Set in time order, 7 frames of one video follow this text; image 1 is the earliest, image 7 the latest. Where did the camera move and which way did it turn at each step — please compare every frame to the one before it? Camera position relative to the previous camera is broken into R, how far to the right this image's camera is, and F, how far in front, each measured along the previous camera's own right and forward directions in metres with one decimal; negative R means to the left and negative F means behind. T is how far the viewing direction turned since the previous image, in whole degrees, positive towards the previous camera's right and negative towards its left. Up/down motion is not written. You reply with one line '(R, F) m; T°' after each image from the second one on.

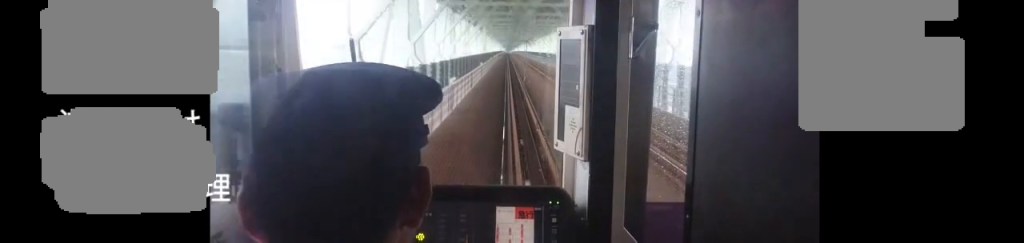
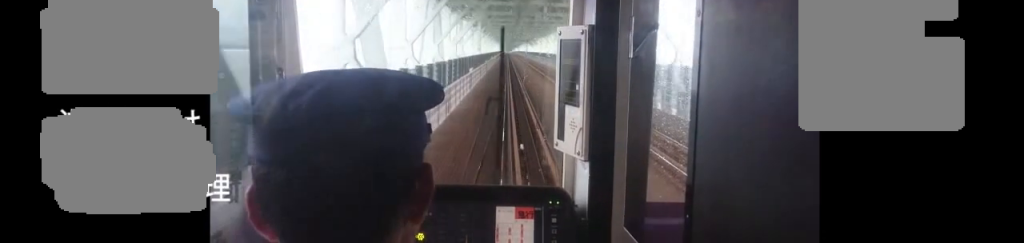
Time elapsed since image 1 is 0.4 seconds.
(+0.2, +13.3) m; 0°
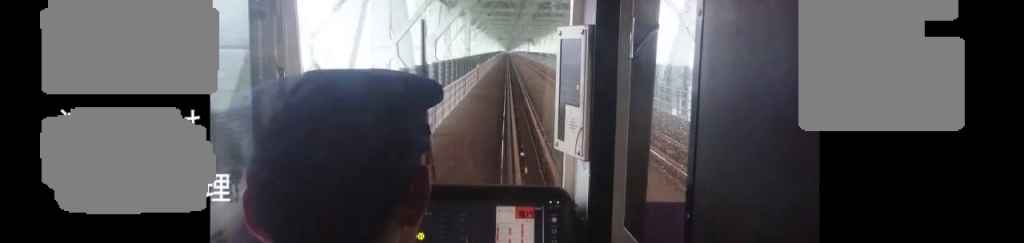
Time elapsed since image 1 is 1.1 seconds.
(+0.3, +19.1) m; 0°
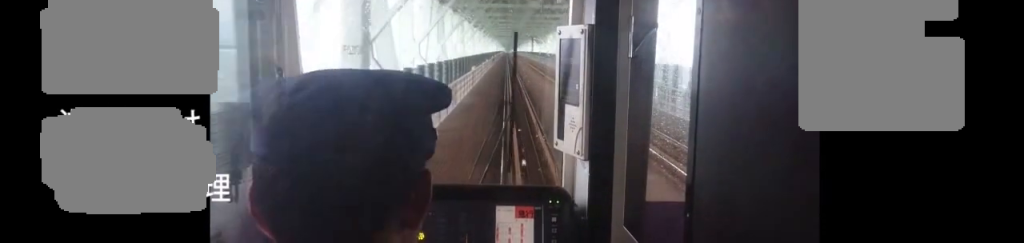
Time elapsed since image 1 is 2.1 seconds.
(-0.3, +28.0) m; -1°
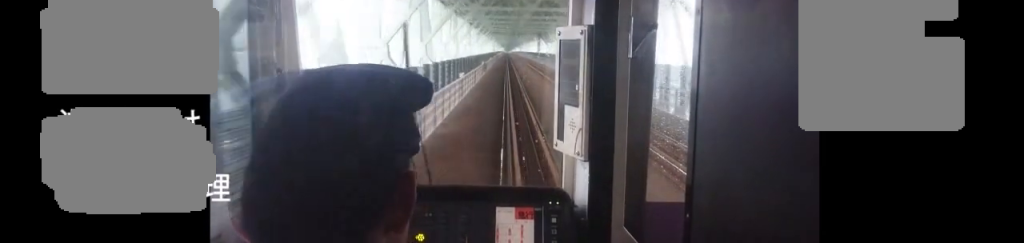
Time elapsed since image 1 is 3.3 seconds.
(-0.2, +29.7) m; 0°
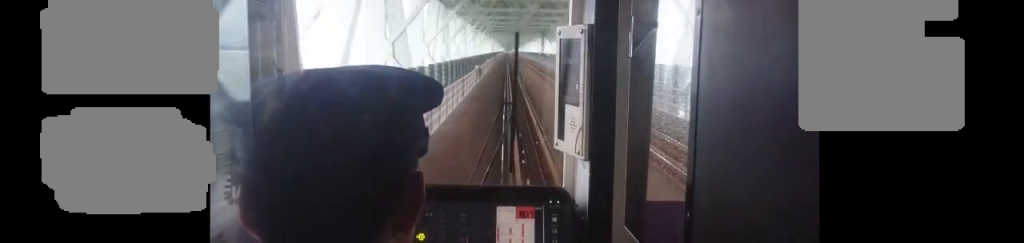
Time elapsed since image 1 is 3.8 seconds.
(-0.1, +10.5) m; 0°
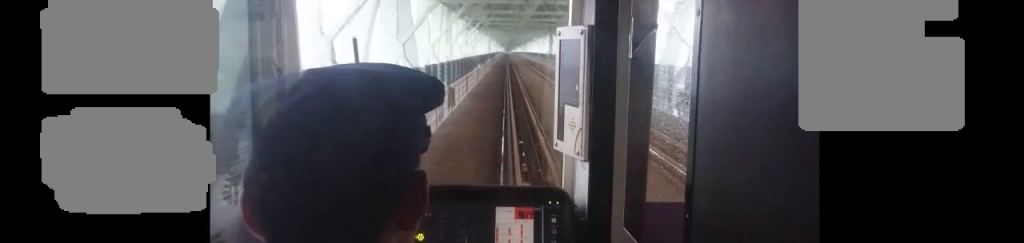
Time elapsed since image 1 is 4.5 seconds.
(+0.2, +16.9) m; +1°
